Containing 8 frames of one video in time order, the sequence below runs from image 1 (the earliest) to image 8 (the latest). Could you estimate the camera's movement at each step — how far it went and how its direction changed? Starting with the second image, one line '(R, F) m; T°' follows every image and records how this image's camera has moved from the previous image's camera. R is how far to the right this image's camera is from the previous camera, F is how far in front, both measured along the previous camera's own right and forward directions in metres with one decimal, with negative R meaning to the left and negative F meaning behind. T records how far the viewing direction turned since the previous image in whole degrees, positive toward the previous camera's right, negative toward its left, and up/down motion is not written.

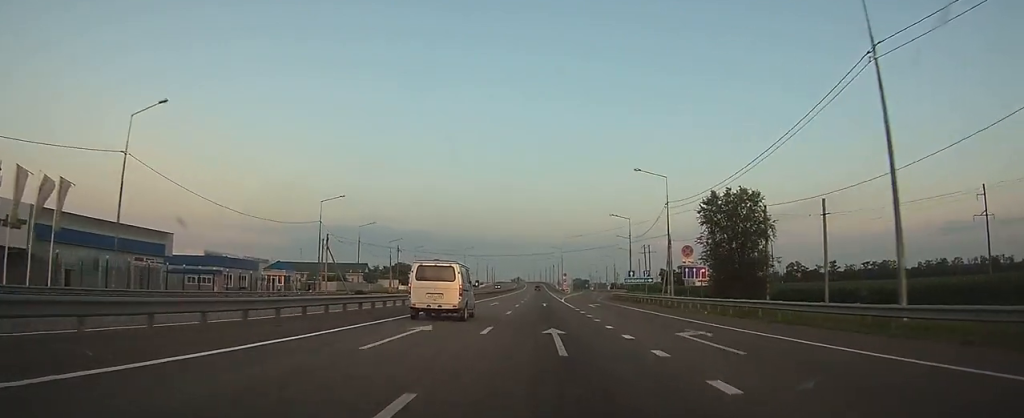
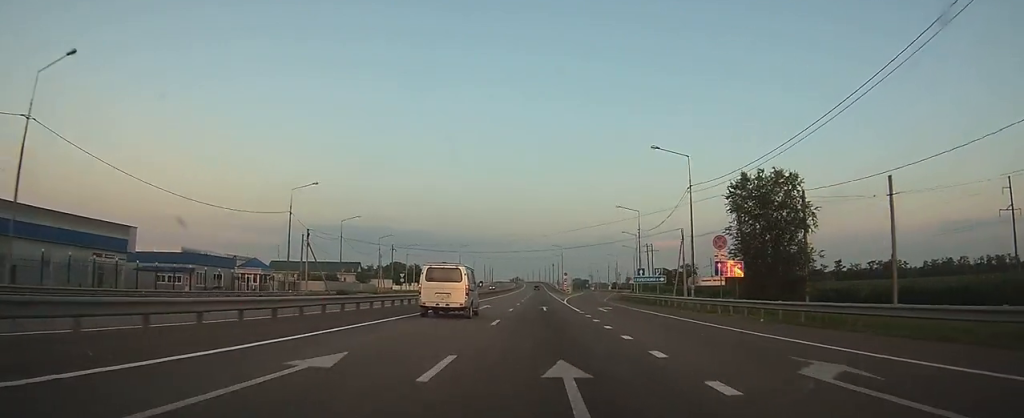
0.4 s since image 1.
(0.0, +7.9) m; 0°
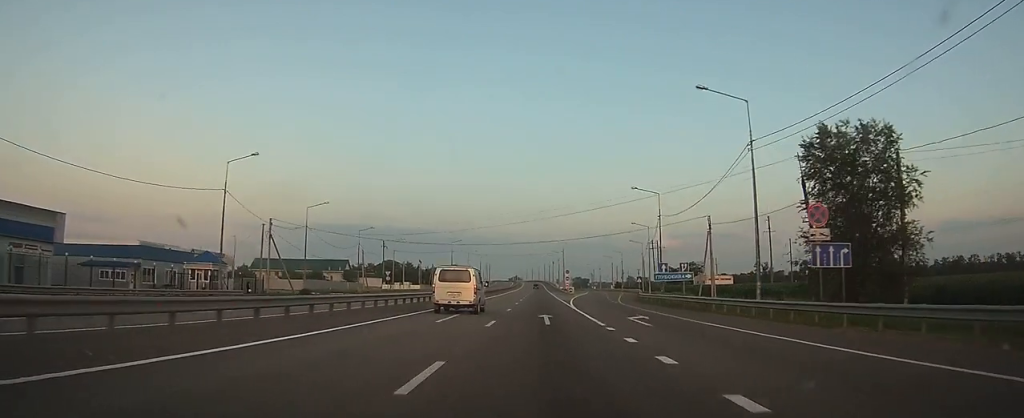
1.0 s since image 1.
(0.0, +12.7) m; 0°
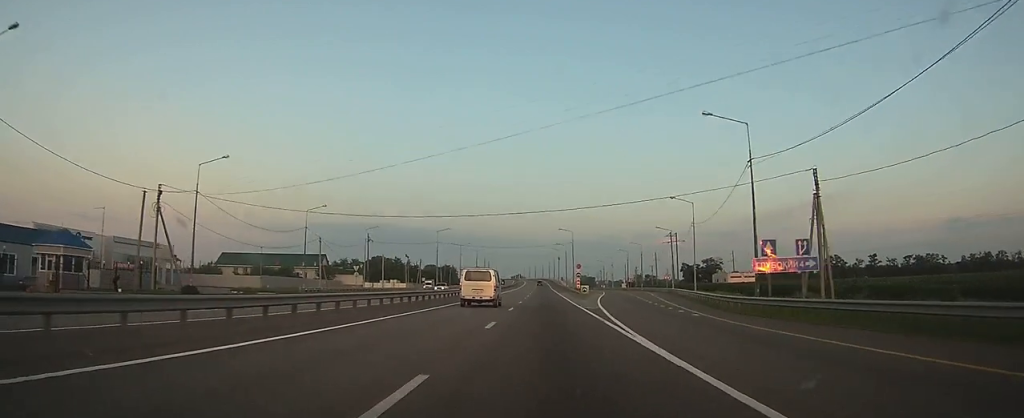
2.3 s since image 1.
(0.0, +25.3) m; 0°
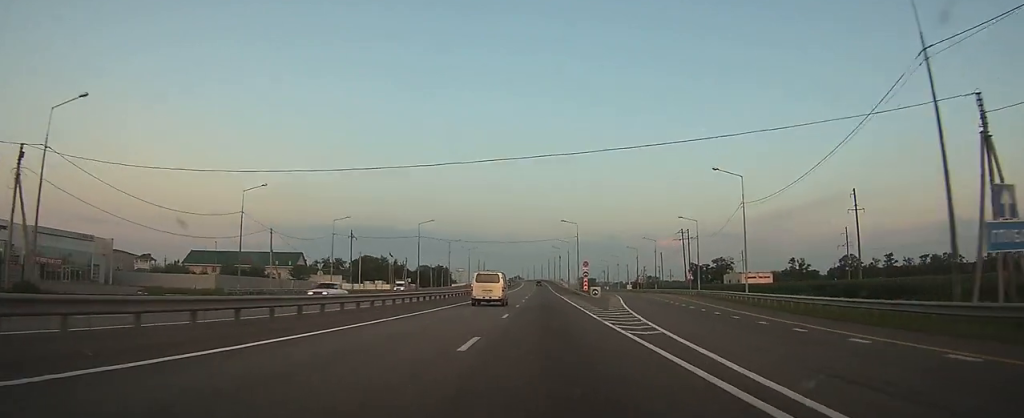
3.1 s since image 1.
(0.0, +17.4) m; 0°
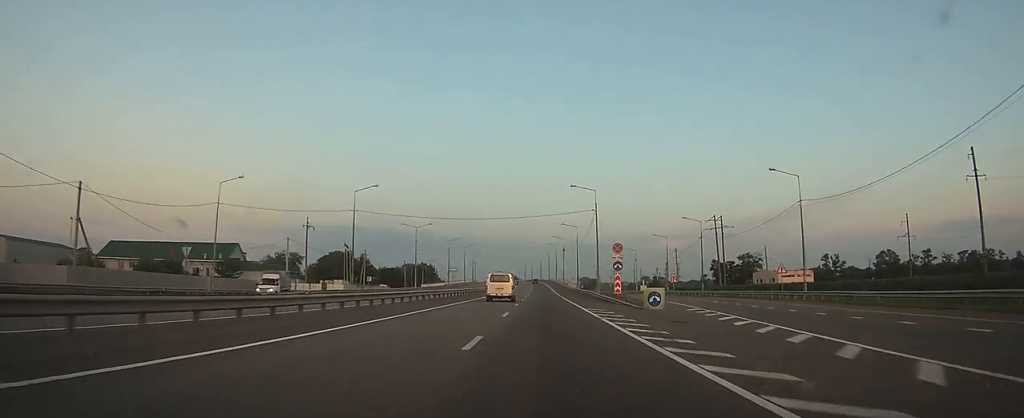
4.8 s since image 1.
(0.0, +35.3) m; 0°
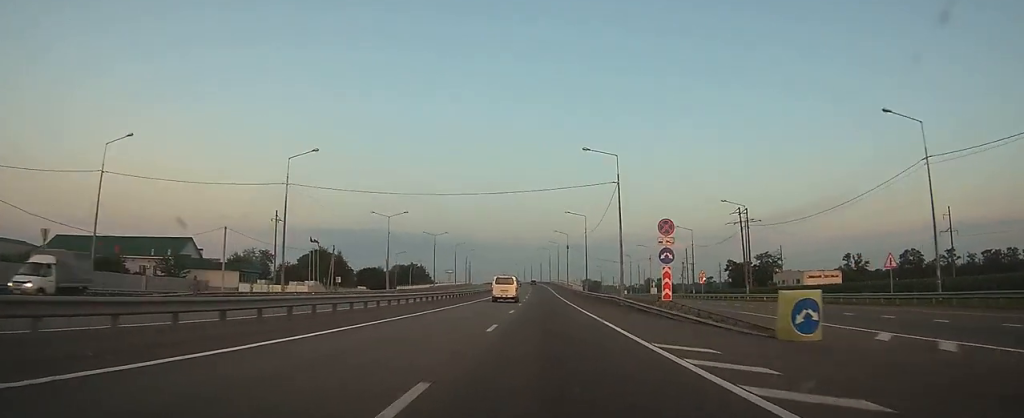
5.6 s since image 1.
(0.0, +18.6) m; 0°
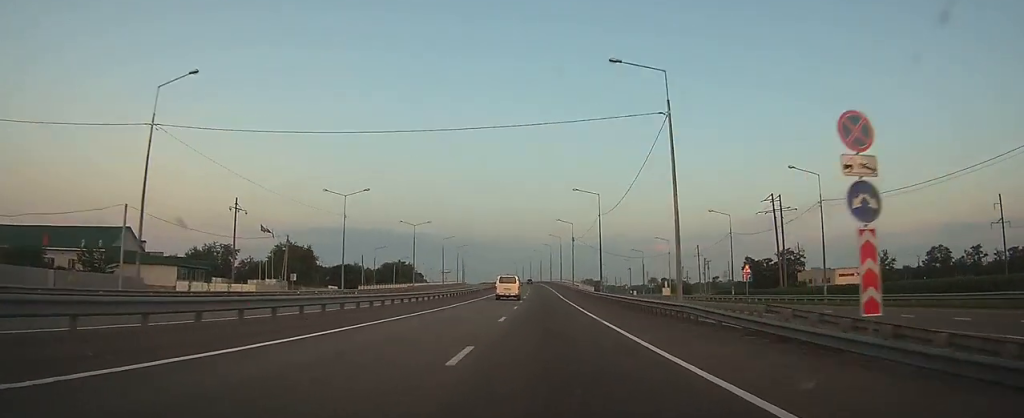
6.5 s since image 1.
(0.0, +18.8) m; 0°
